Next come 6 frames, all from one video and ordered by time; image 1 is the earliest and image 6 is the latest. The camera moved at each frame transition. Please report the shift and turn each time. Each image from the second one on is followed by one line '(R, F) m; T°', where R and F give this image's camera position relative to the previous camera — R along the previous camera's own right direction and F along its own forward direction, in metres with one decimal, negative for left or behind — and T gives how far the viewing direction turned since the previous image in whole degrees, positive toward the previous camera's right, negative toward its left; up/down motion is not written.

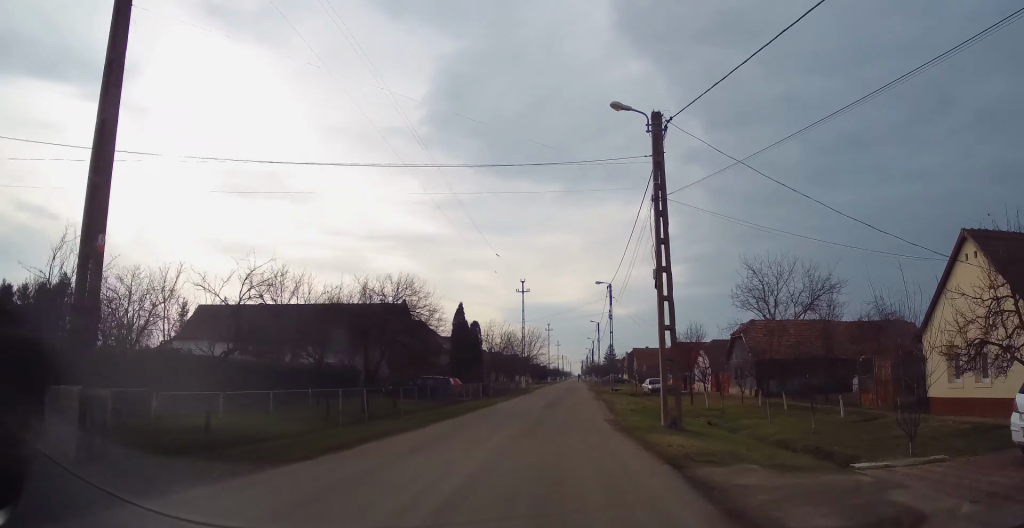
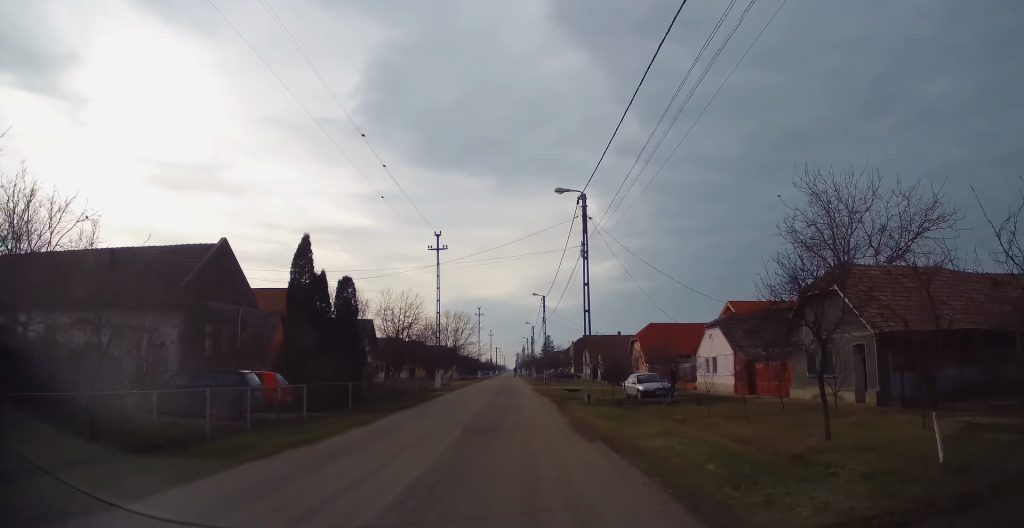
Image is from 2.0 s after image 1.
(+0.5, +19.4) m; +3°
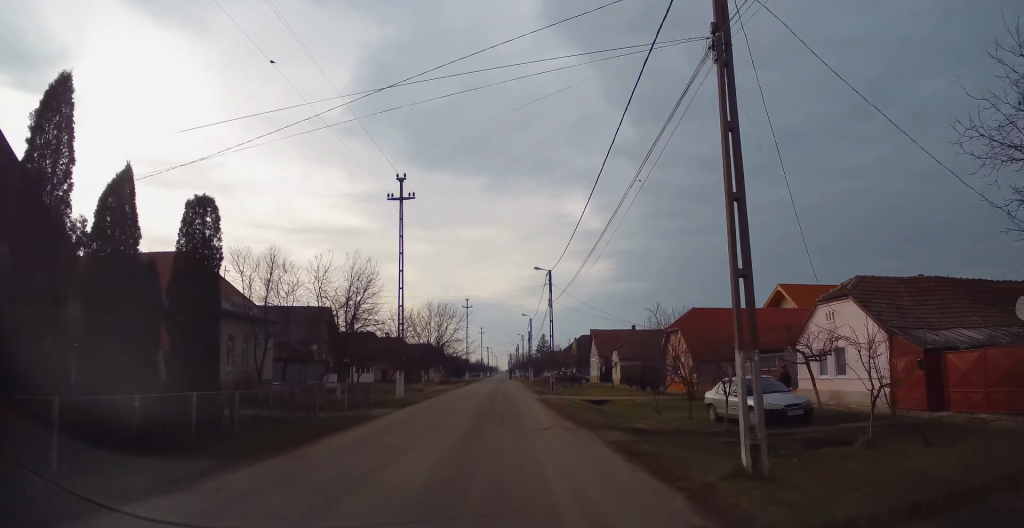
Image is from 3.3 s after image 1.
(+0.2, +15.4) m; +1°
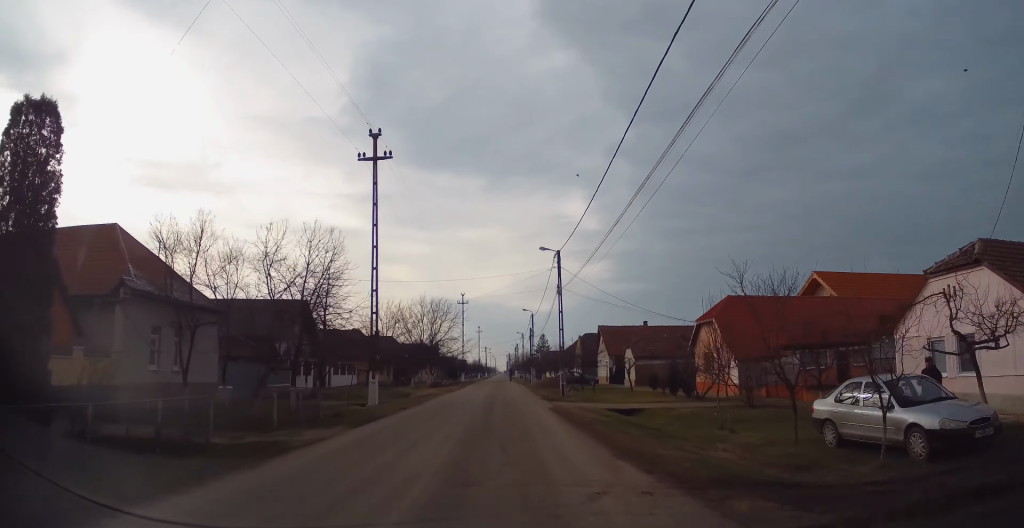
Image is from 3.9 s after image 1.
(0.0, +7.2) m; 0°
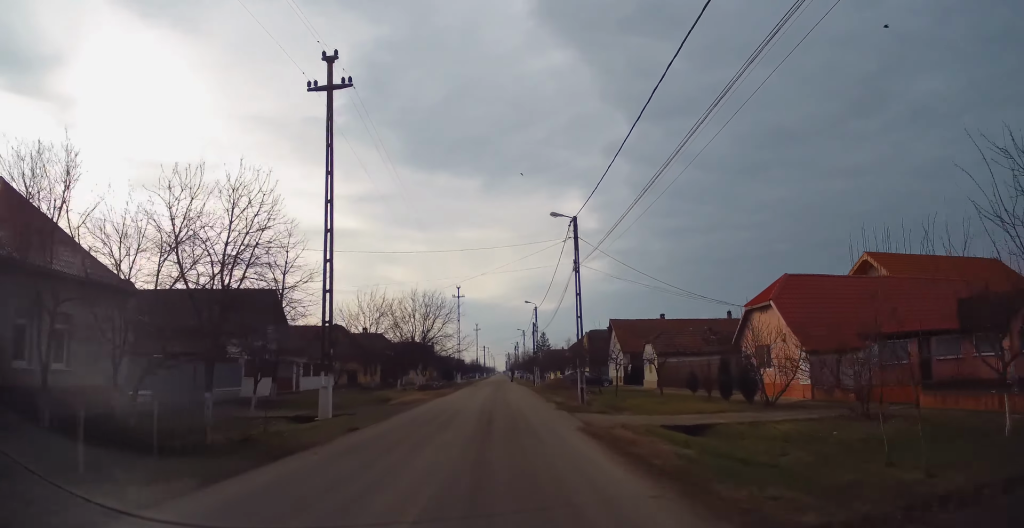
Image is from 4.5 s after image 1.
(0.0, +7.8) m; 0°
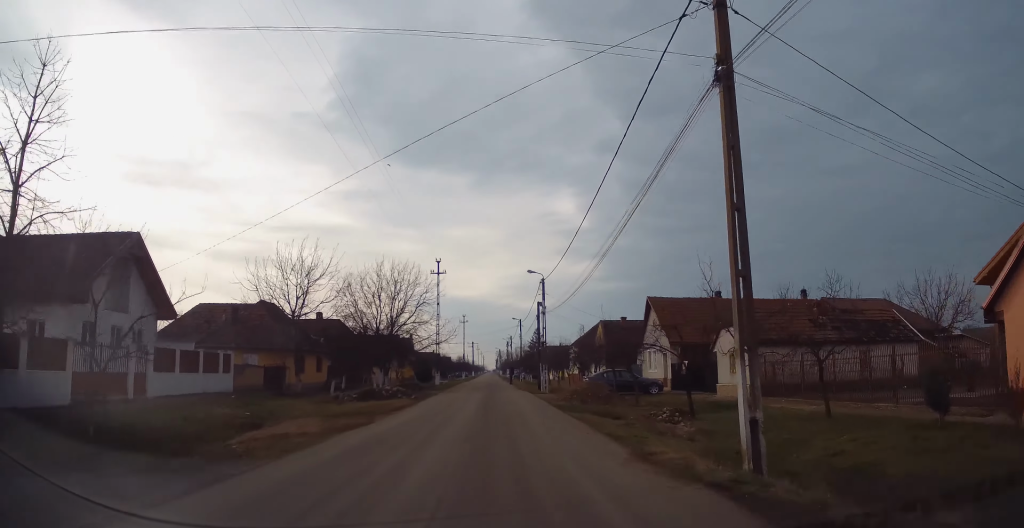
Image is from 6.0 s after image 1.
(-0.3, +18.6) m; -2°
